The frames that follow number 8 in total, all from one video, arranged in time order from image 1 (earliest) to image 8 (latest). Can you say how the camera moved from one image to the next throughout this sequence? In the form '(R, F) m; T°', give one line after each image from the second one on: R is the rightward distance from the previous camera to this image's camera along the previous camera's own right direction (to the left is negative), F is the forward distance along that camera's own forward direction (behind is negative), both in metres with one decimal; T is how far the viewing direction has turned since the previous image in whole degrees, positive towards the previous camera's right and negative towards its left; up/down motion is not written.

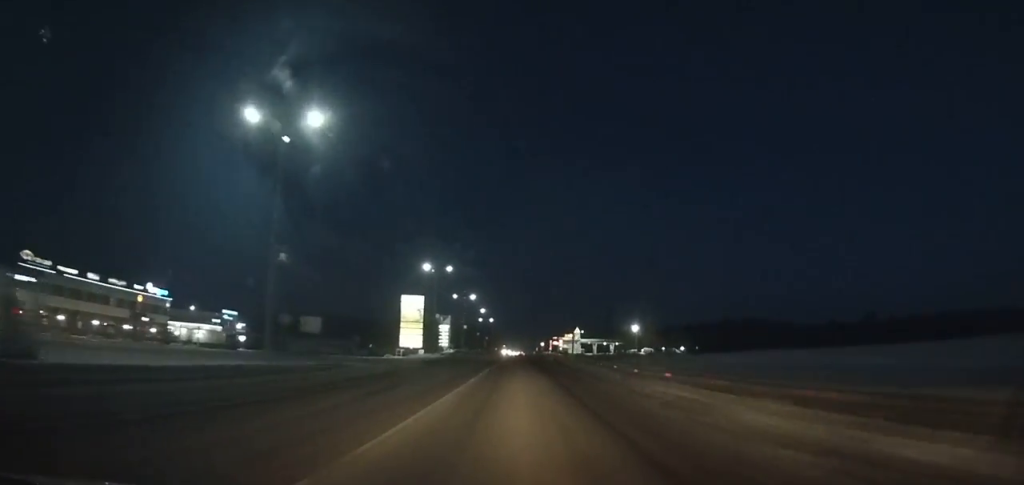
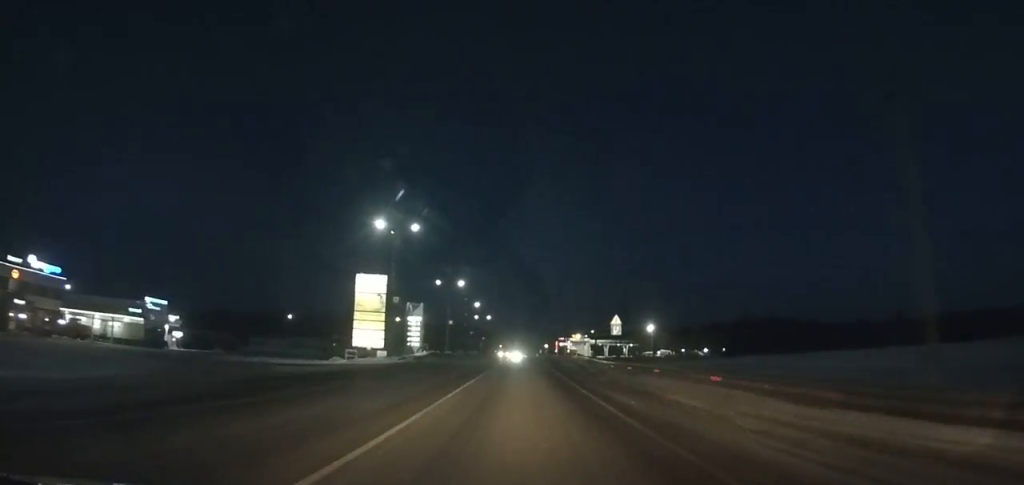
(0.0, +25.8) m; +1°
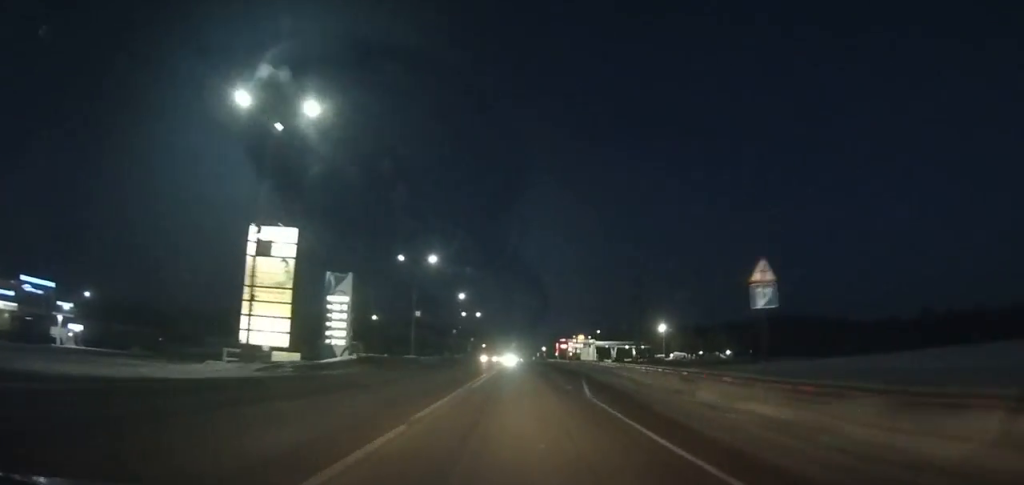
(+0.2, +23.7) m; 0°
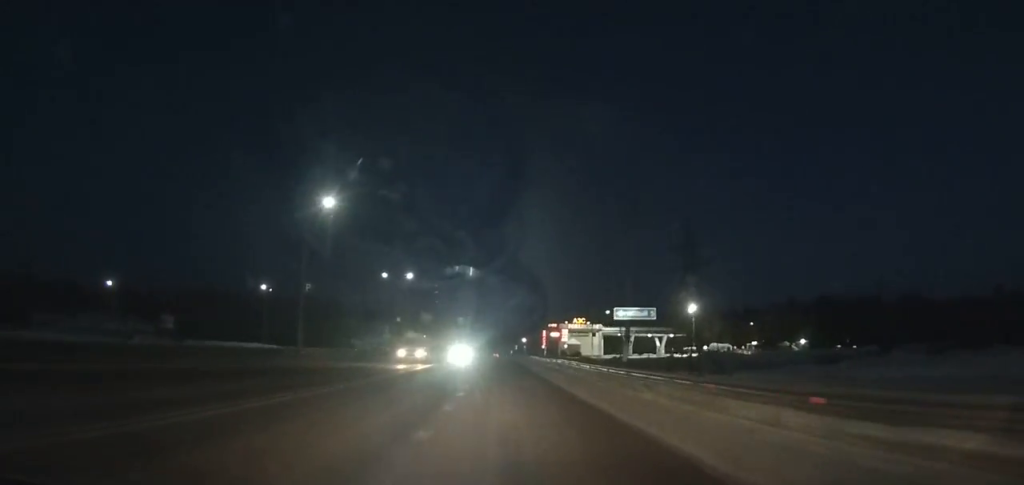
(+0.4, +56.2) m; 0°
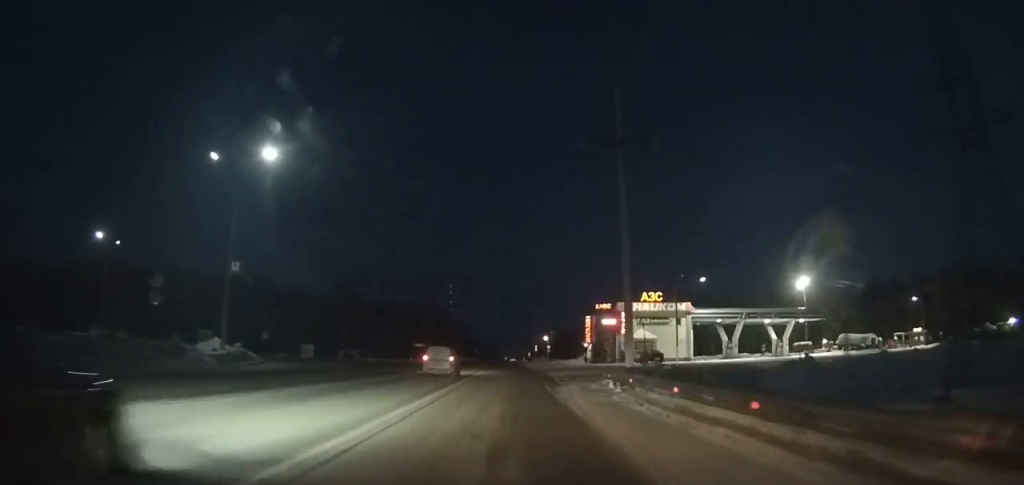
(-0.5, +47.9) m; -1°
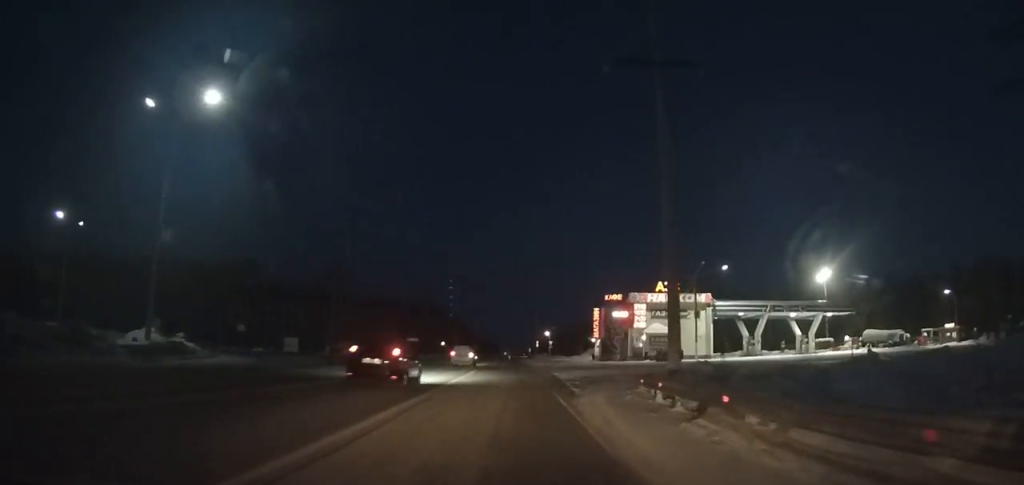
(+0.1, +7.5) m; 0°
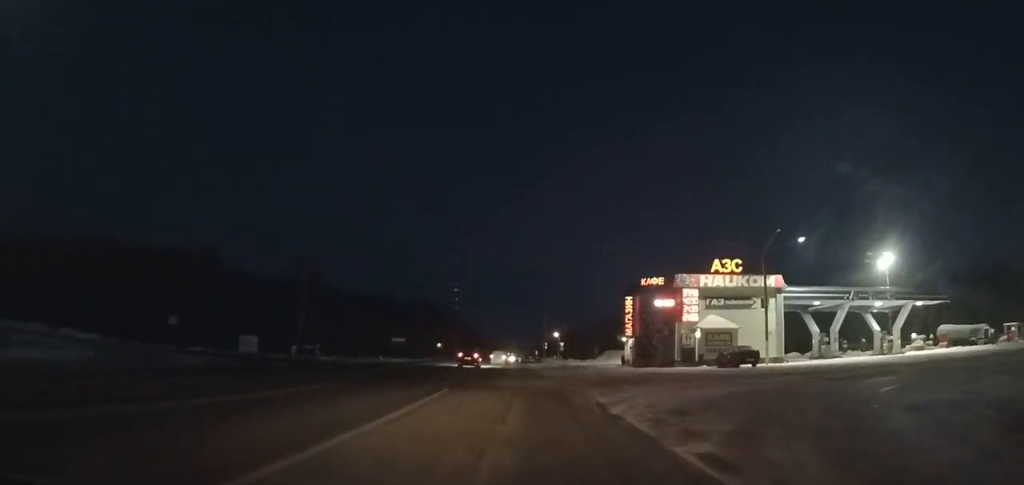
(0.0, +17.2) m; 0°
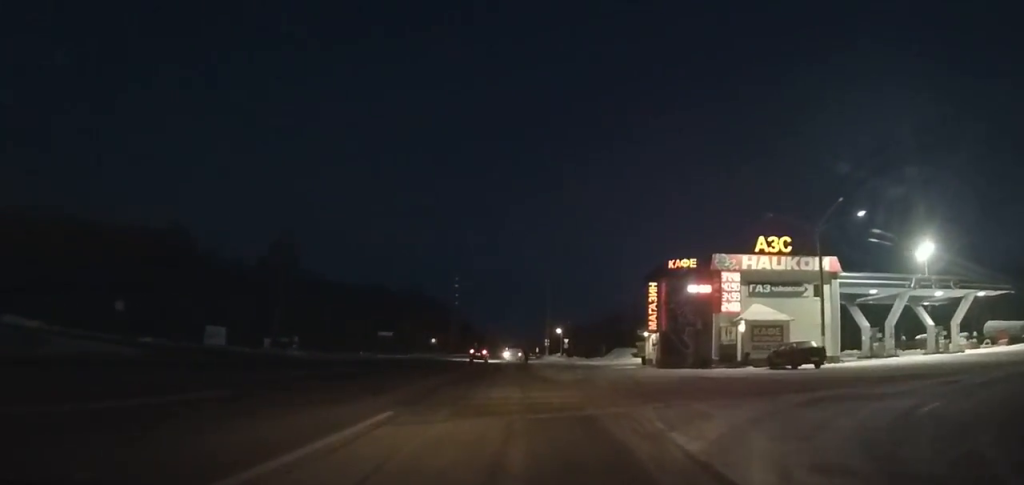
(0.0, +7.7) m; 0°
